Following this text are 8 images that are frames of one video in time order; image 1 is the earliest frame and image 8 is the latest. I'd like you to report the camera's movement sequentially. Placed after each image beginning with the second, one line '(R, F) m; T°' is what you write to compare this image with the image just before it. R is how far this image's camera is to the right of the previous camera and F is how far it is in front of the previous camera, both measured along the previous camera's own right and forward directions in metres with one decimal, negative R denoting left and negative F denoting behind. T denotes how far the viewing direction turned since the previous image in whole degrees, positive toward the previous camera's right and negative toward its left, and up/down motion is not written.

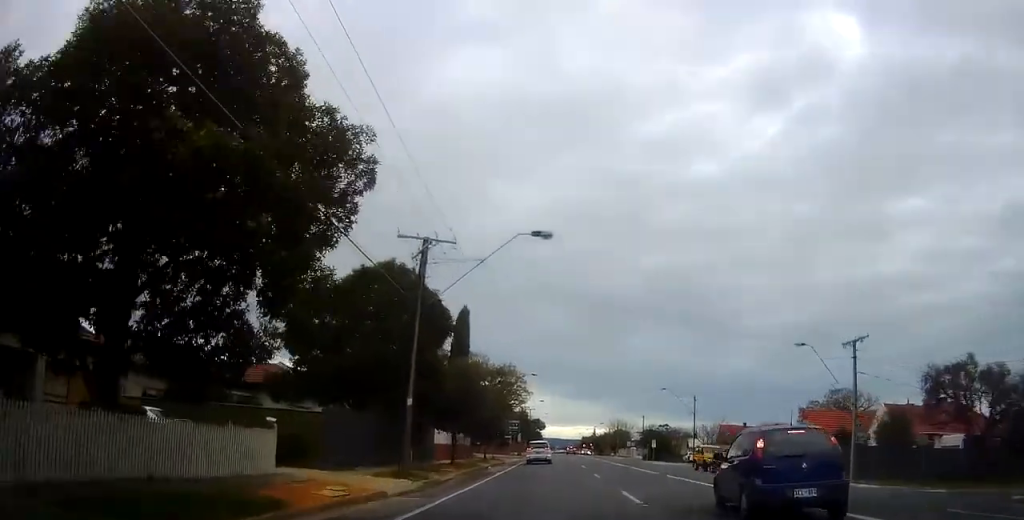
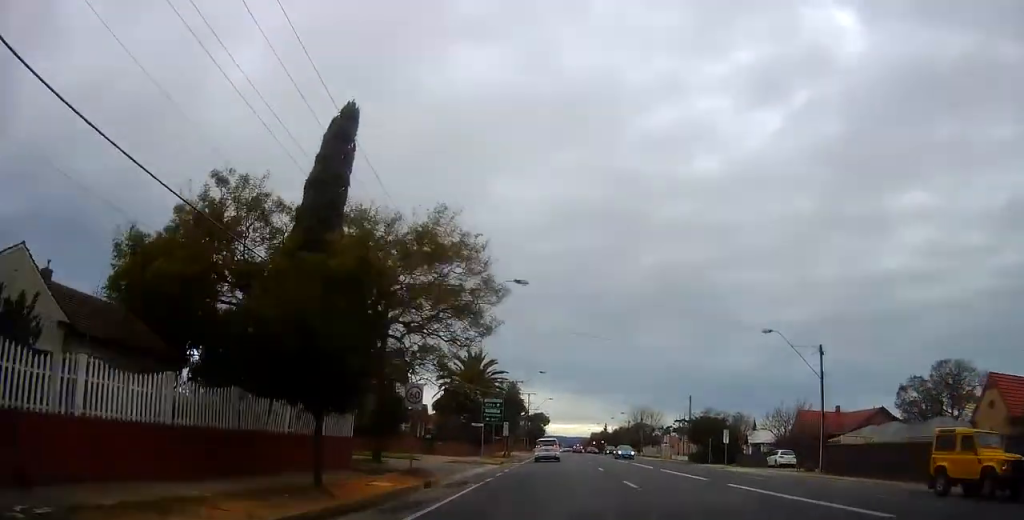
(-0.1, +31.2) m; -1°
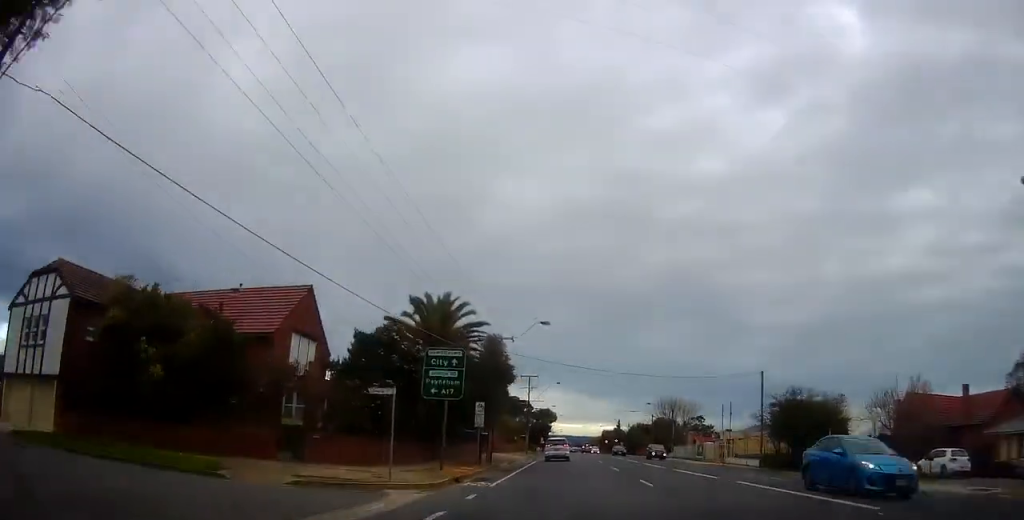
(-0.2, +22.6) m; +2°
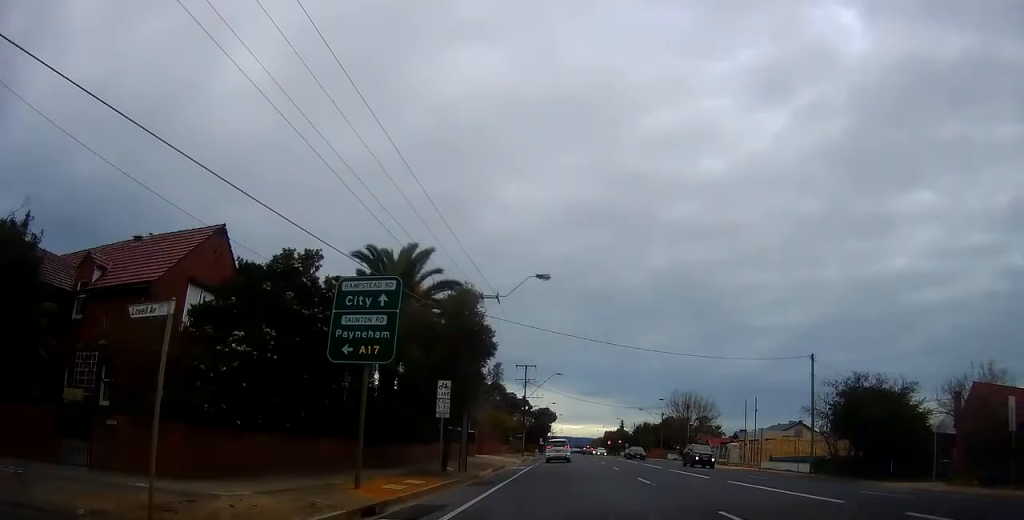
(+0.3, +9.9) m; -1°
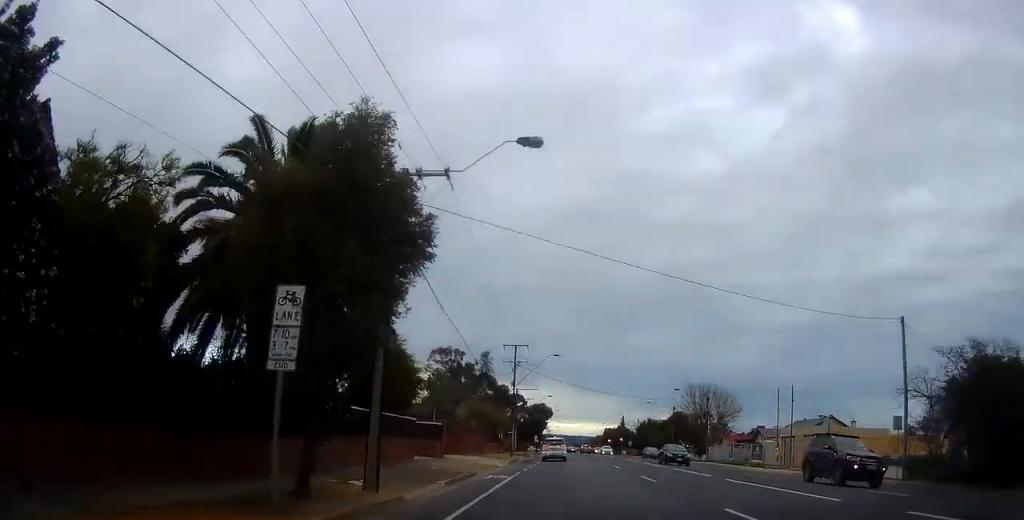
(-0.2, +11.7) m; -1°
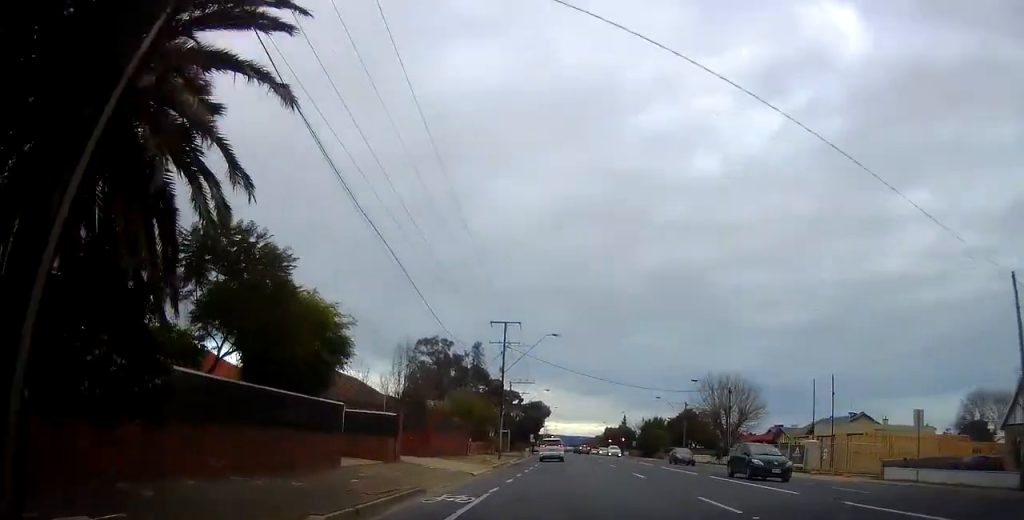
(-0.5, +9.2) m; 0°
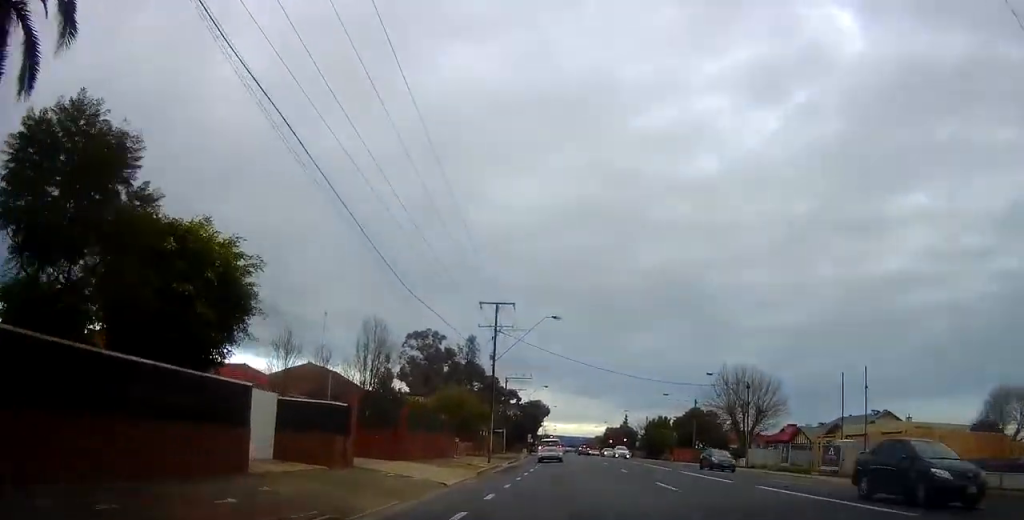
(+0.3, +5.7) m; +1°
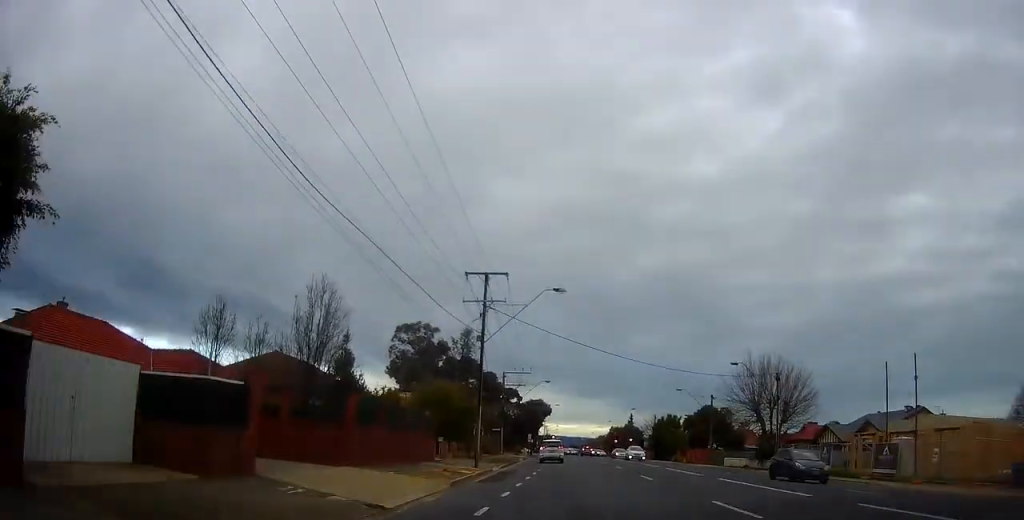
(+0.3, +6.6) m; +1°
